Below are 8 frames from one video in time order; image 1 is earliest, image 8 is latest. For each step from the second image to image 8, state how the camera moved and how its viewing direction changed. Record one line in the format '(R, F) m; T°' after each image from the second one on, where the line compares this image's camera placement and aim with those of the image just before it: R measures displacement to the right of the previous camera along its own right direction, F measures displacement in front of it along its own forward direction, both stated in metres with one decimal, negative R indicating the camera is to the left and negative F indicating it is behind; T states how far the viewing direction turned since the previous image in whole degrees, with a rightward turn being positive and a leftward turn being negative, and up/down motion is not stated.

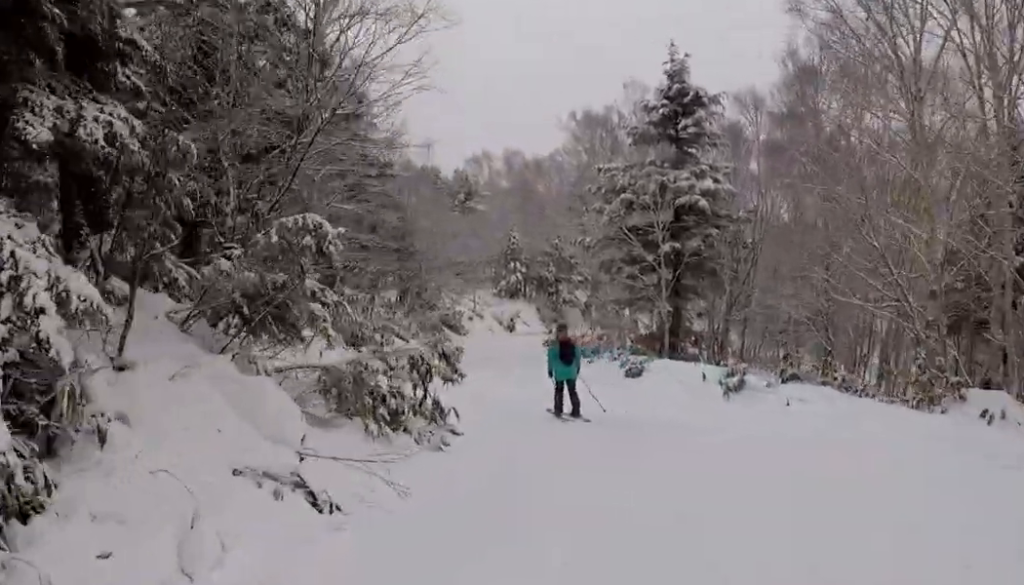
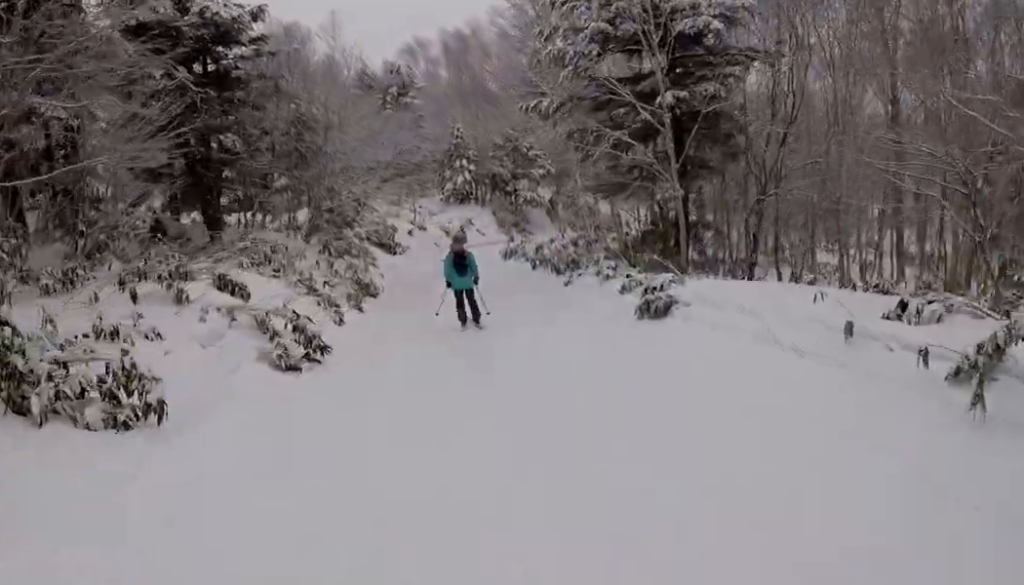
(-0.5, +9.5) m; -3°
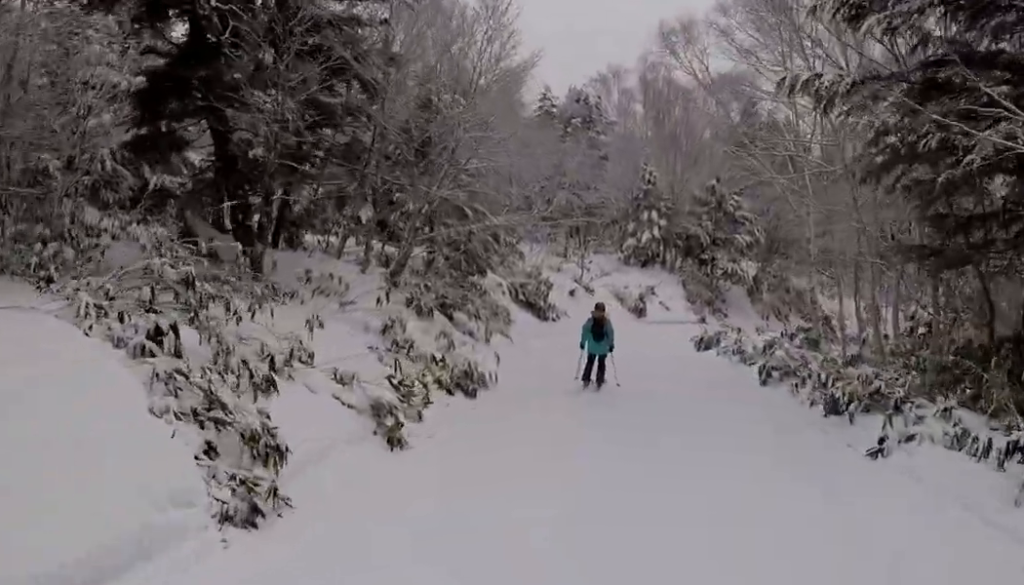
(0.0, +9.8) m; 0°
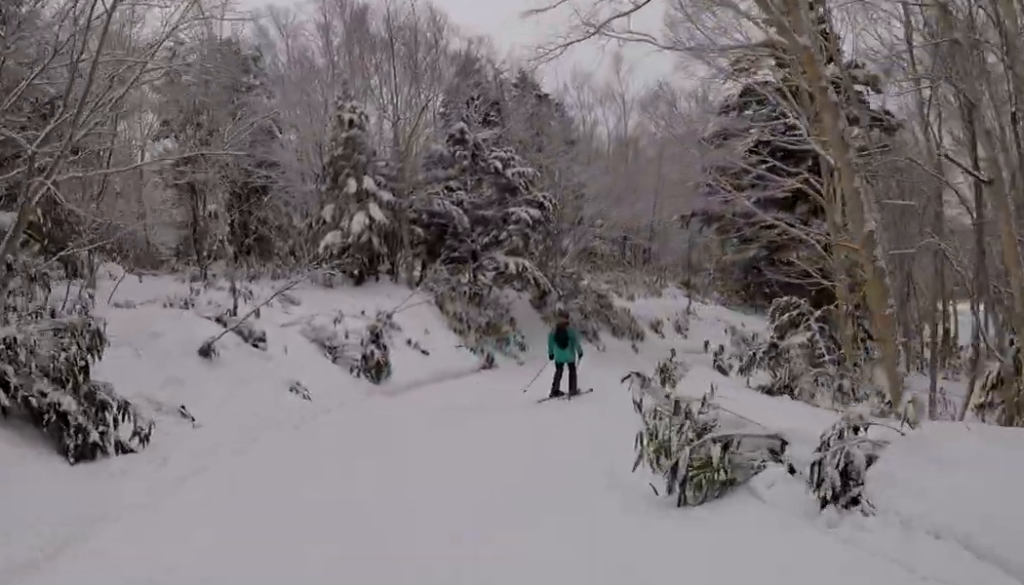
(+1.1, +17.2) m; +14°
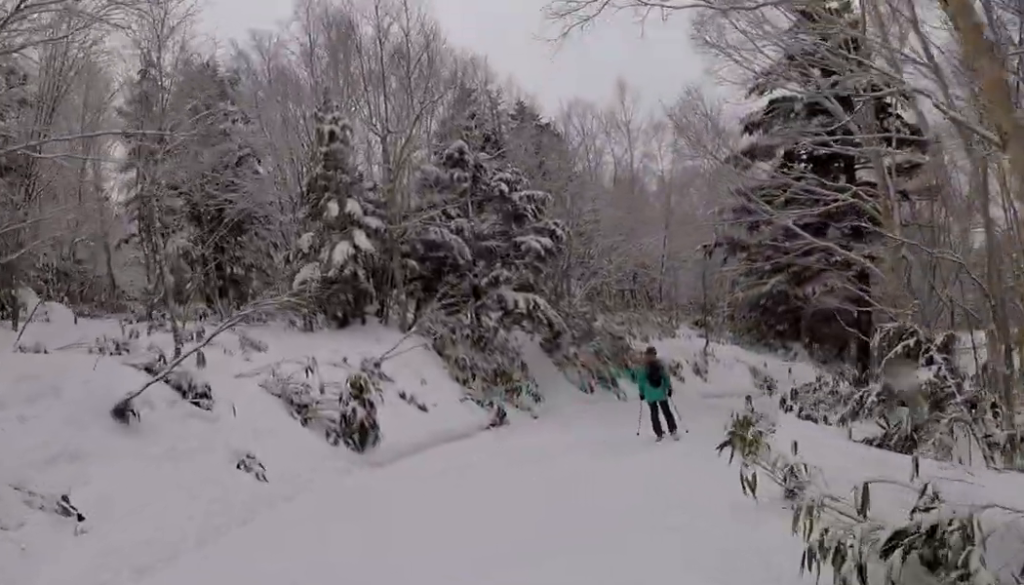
(+0.1, +3.1) m; +6°
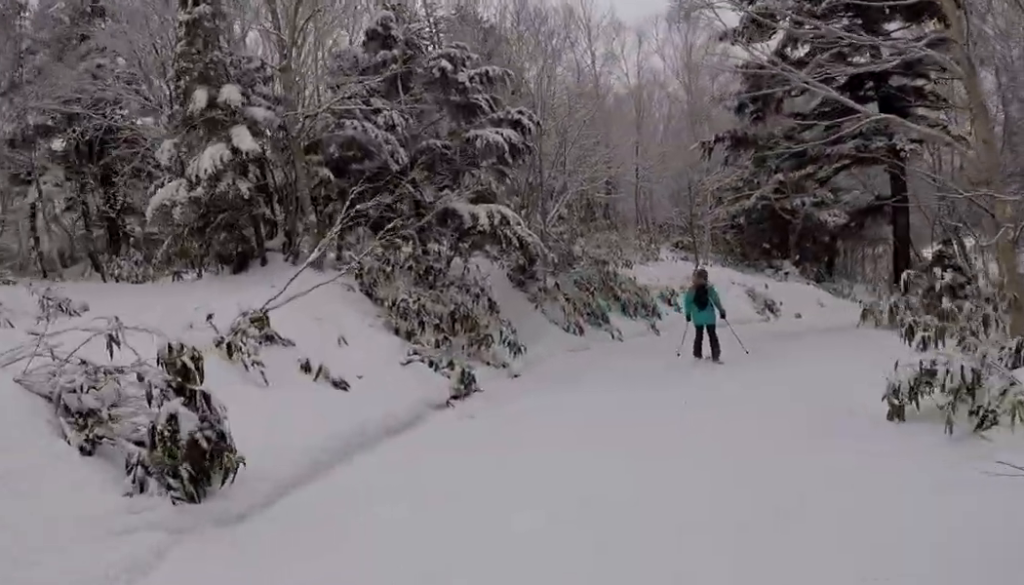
(+0.2, +4.9) m; +14°
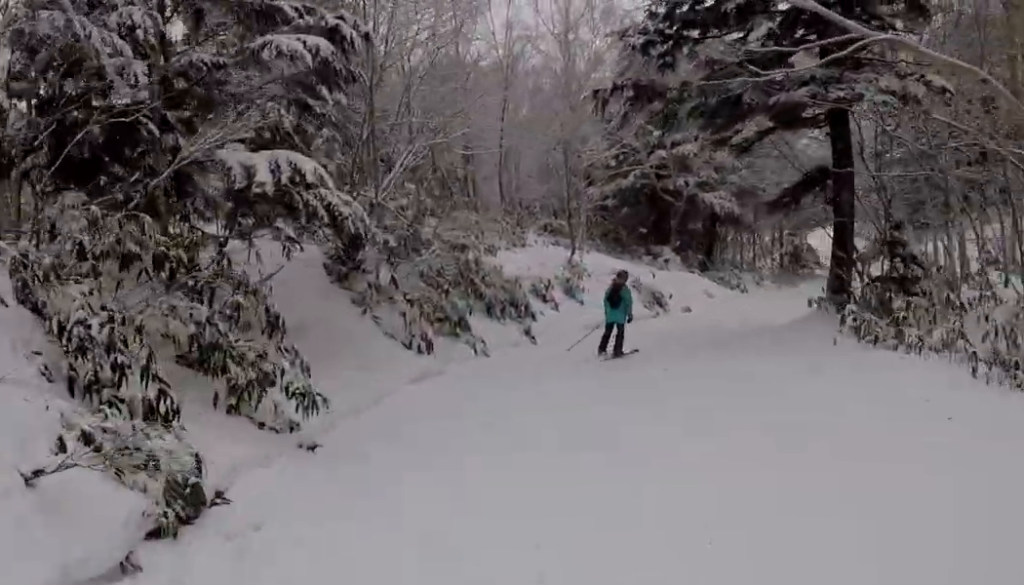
(+1.0, +5.3) m; +12°
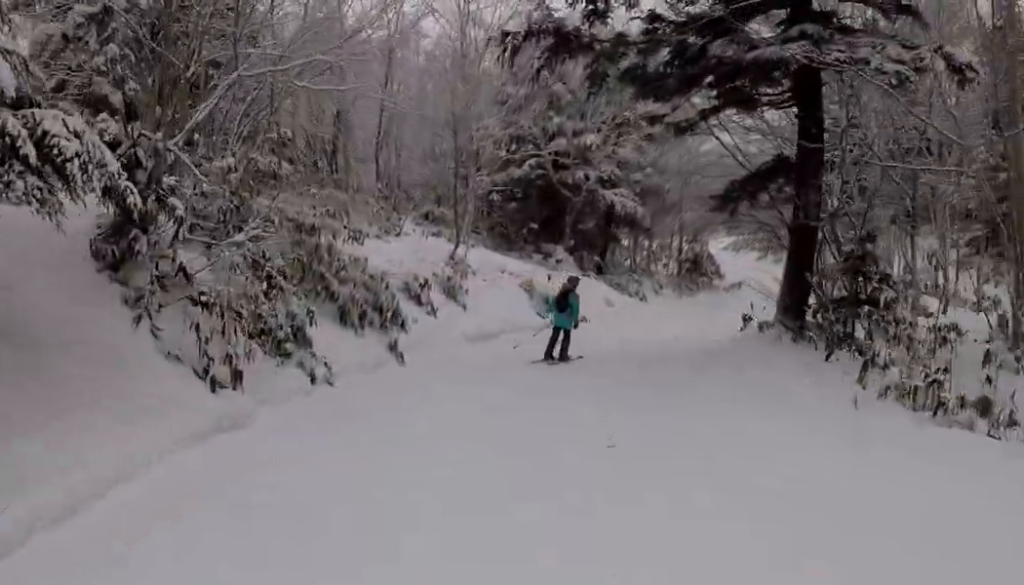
(+0.4, +4.2) m; +6°
